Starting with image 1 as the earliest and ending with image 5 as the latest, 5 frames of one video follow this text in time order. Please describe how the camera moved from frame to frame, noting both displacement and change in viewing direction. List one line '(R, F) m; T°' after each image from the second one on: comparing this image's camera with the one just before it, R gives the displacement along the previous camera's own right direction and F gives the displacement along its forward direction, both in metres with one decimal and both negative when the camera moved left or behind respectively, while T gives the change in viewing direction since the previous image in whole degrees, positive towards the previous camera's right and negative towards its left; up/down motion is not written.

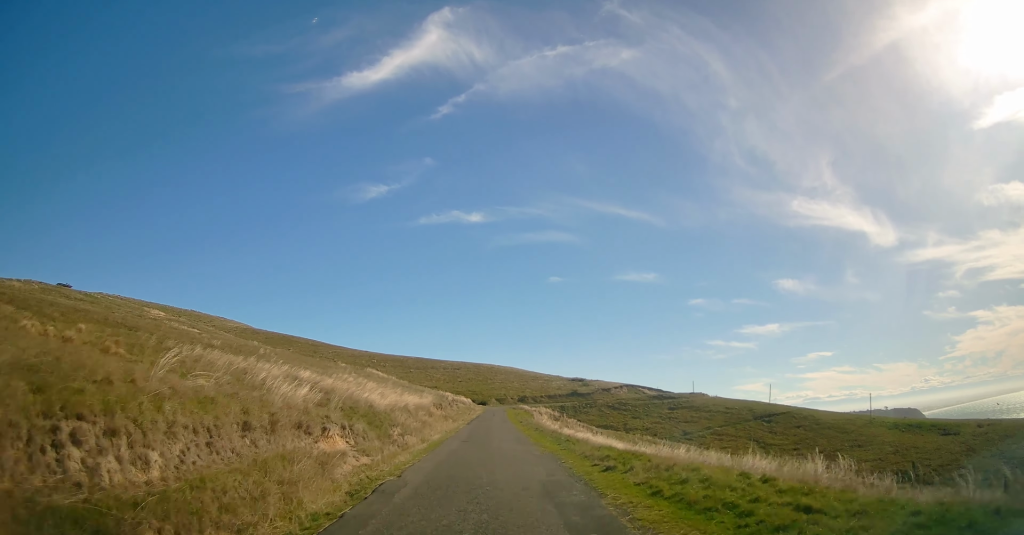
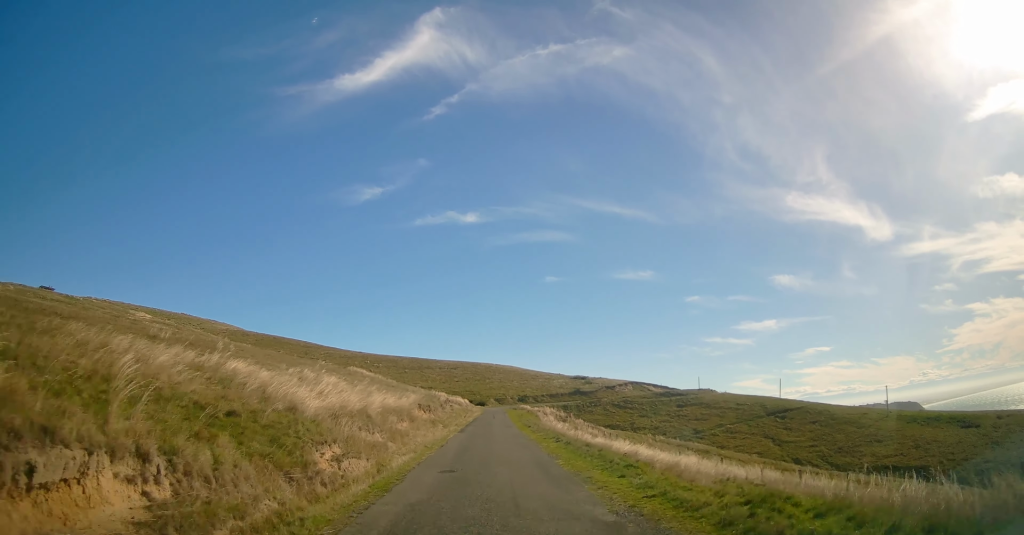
(+0.1, +9.8) m; +1°
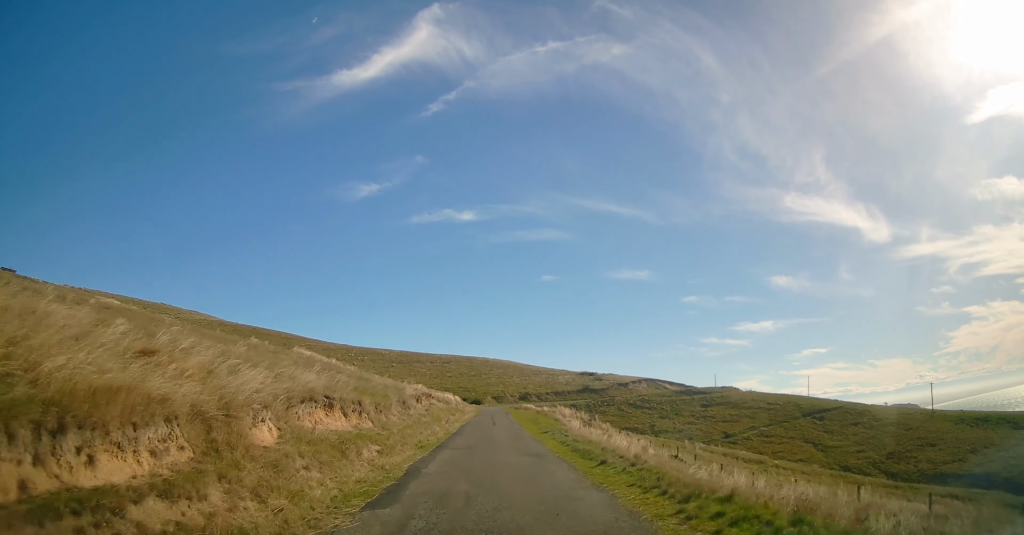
(-0.2, +23.3) m; -1°
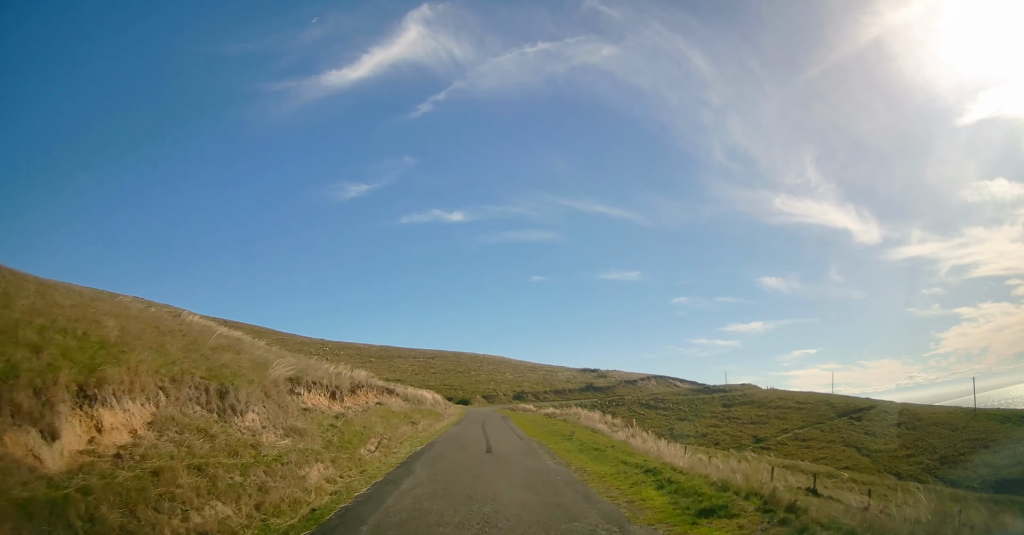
(+0.5, +21.6) m; +2°
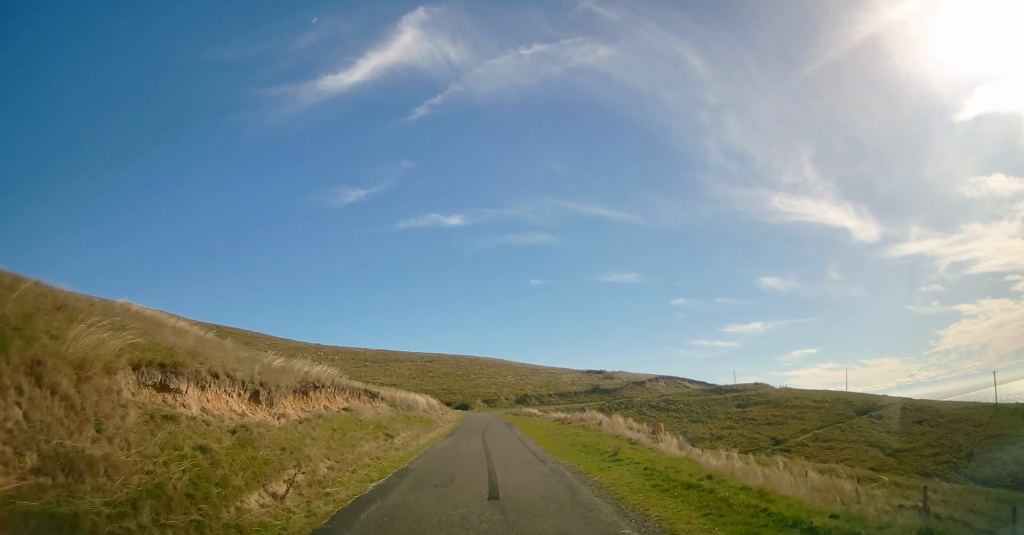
(0.0, +7.3) m; 0°
